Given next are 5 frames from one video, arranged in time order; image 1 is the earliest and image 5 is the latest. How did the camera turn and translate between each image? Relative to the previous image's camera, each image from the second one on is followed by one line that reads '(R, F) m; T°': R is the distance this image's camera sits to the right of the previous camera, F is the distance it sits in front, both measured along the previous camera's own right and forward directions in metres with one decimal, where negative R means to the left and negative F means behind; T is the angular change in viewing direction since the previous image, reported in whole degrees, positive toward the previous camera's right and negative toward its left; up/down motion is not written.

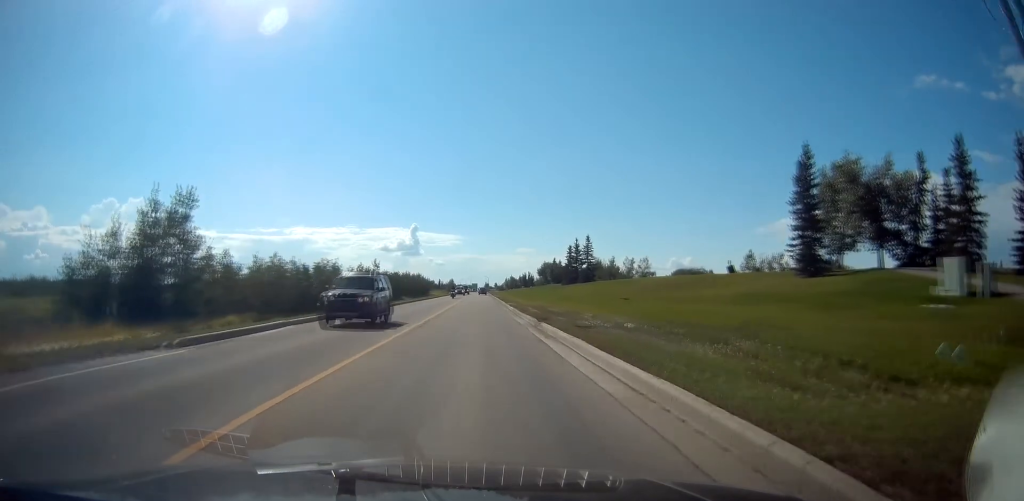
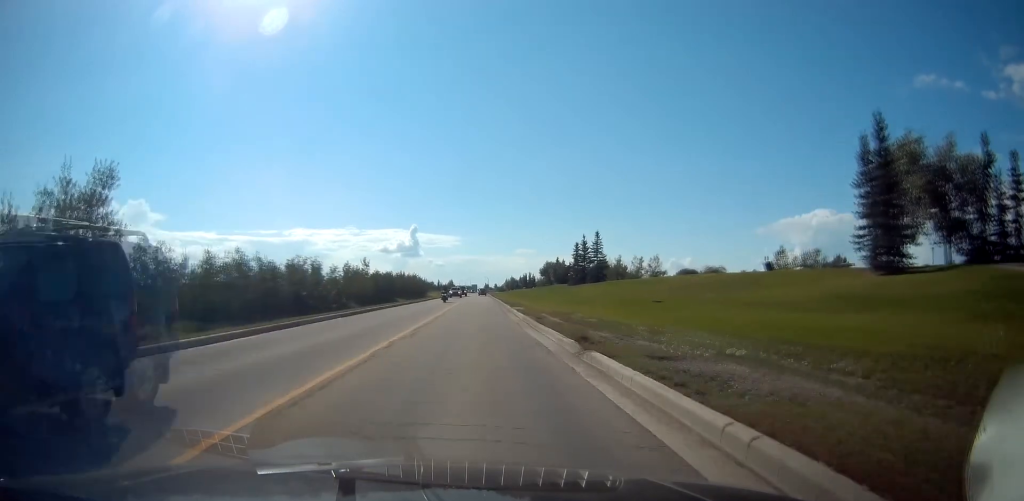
(0.0, +9.6) m; 0°
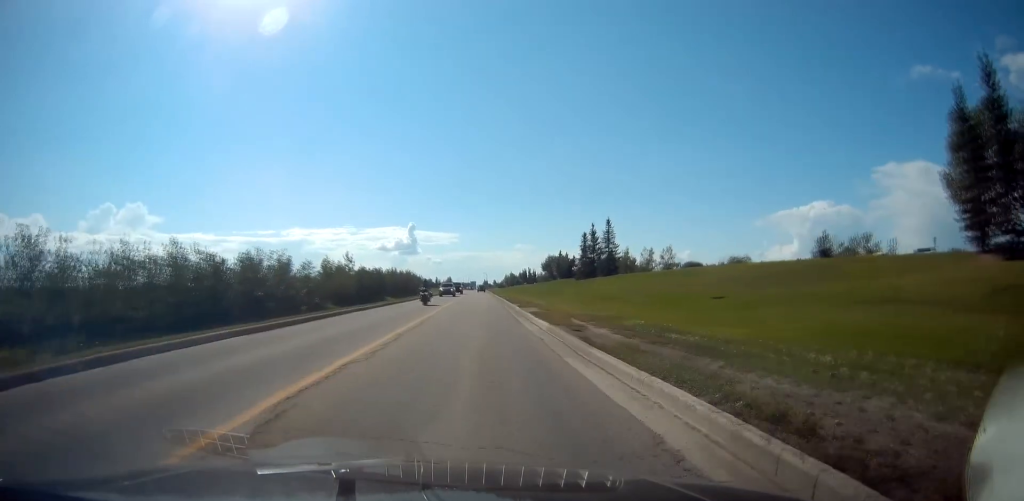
(0.0, +11.1) m; 0°
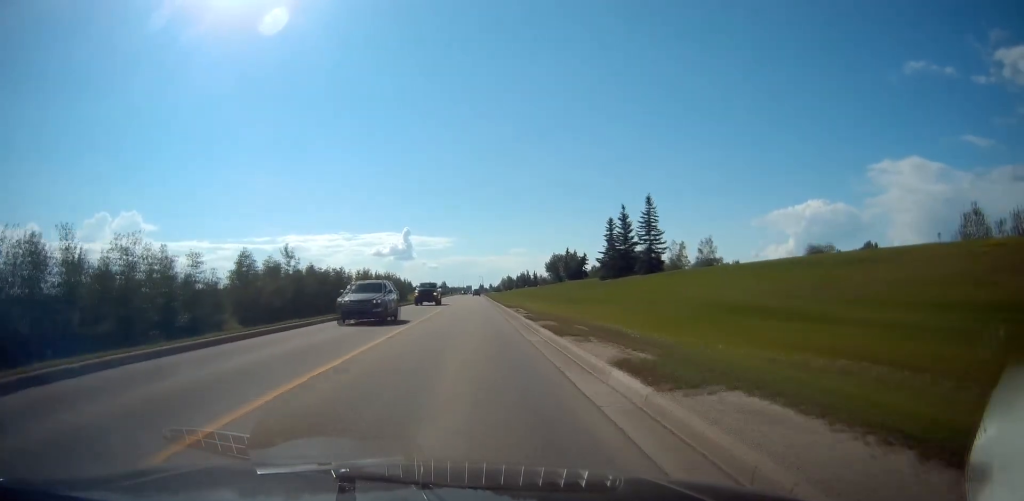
(0.0, +26.0) m; +2°
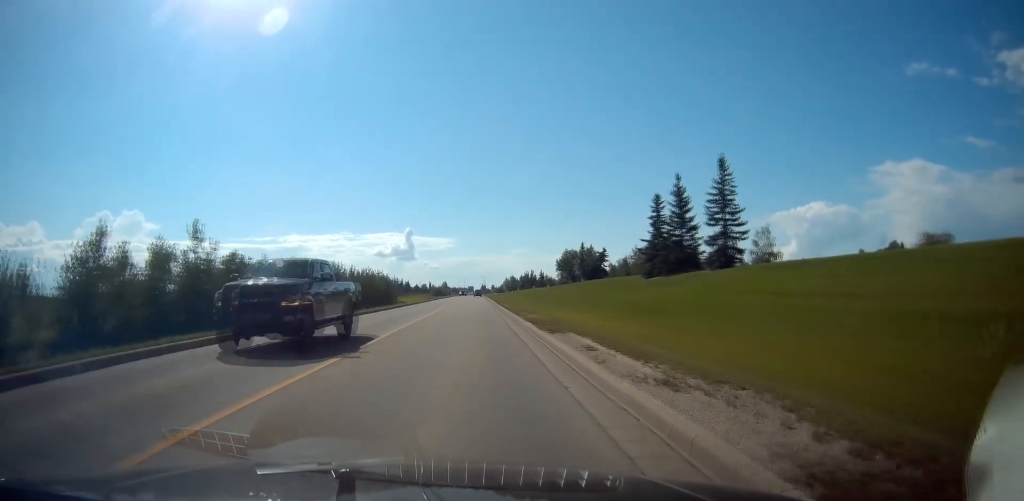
(+0.3, +21.6) m; 0°
